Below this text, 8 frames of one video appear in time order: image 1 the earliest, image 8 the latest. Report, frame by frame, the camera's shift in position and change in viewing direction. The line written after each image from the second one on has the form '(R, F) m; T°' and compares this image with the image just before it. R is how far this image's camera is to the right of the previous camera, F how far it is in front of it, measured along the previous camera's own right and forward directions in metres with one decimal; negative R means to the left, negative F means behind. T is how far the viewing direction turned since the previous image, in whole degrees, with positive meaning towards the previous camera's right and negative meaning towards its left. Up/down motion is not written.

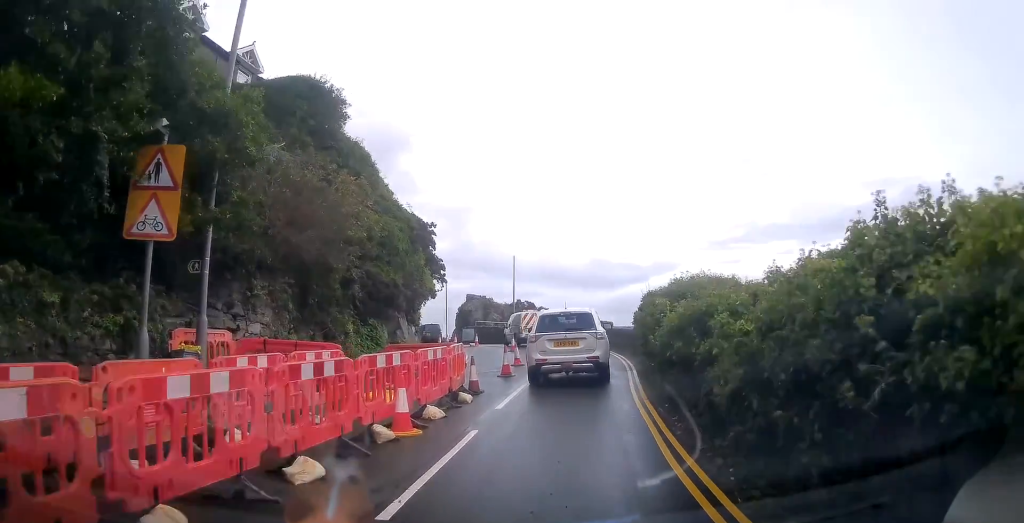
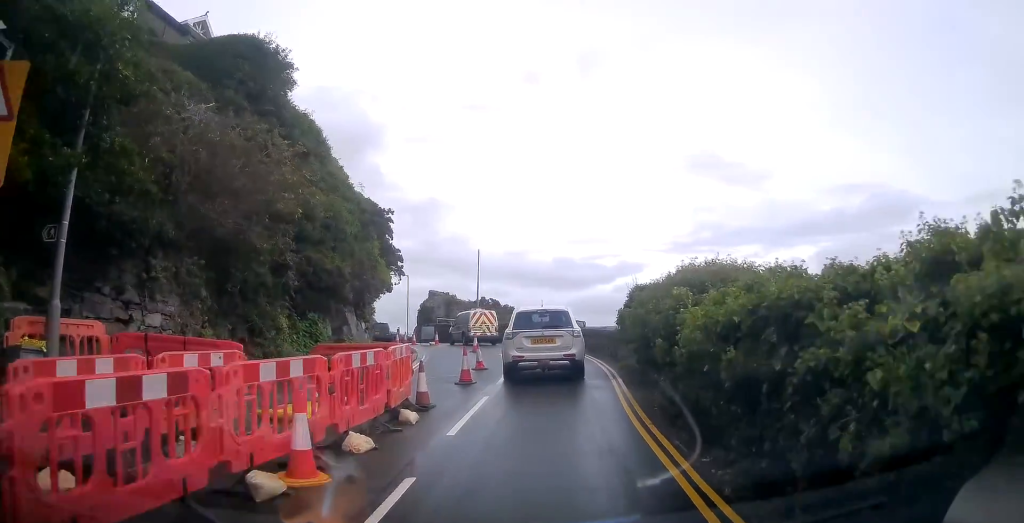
(+0.1, +2.7) m; +3°
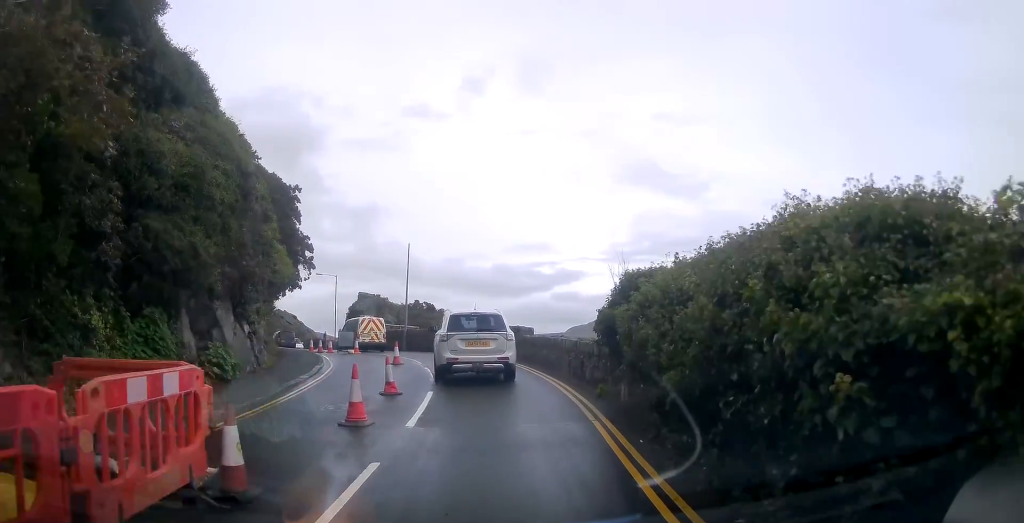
(0.0, +5.3) m; +3°
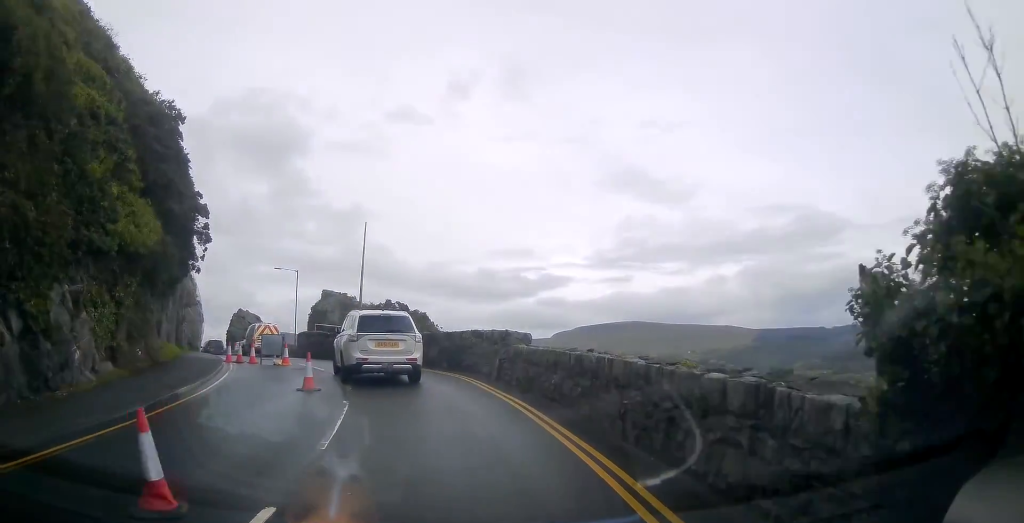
(+0.3, +8.2) m; 0°
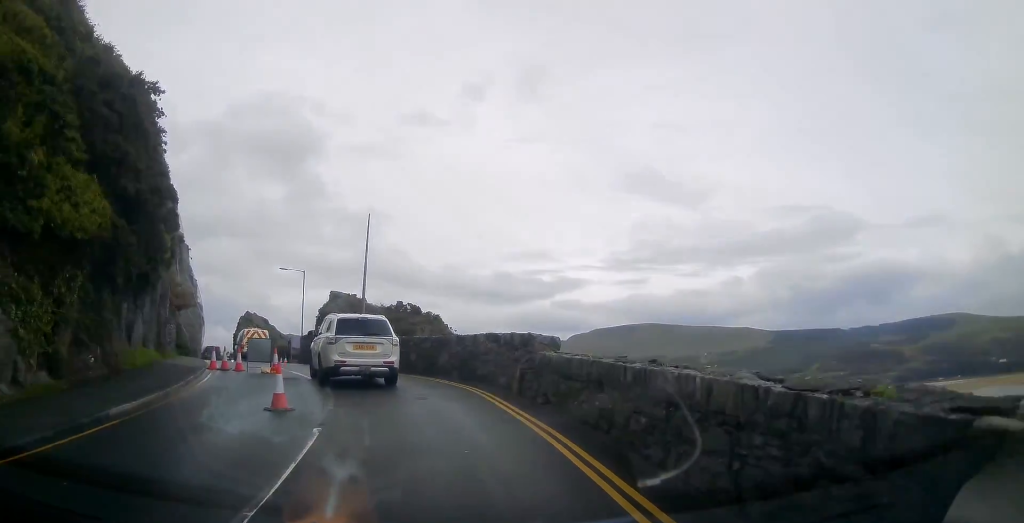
(-0.1, +2.8) m; -2°
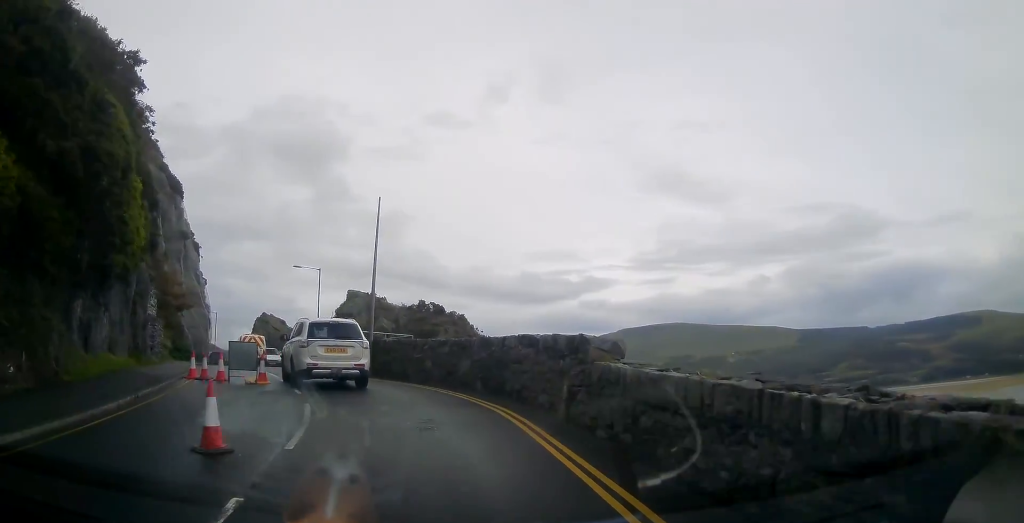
(-0.1, +3.5) m; -2°
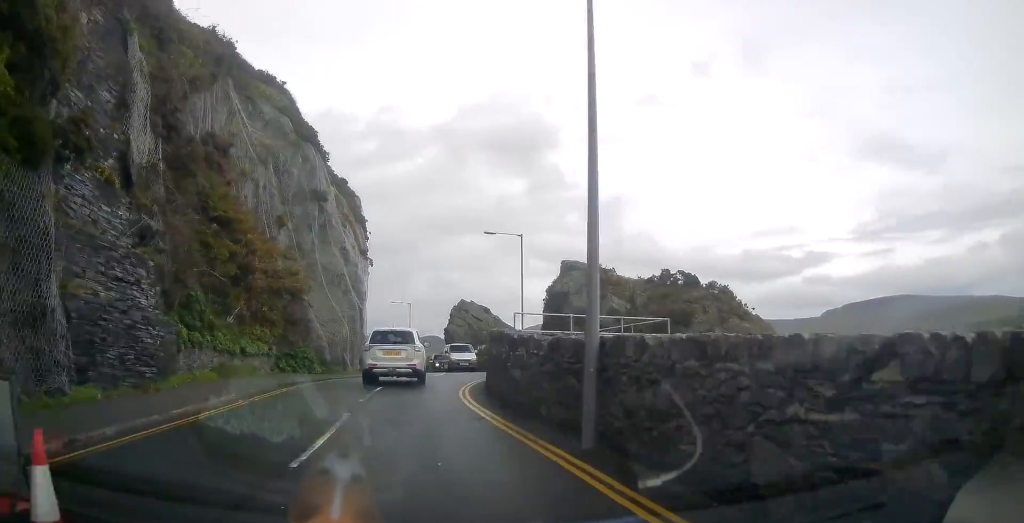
(-2.1, +13.8) m; -24°
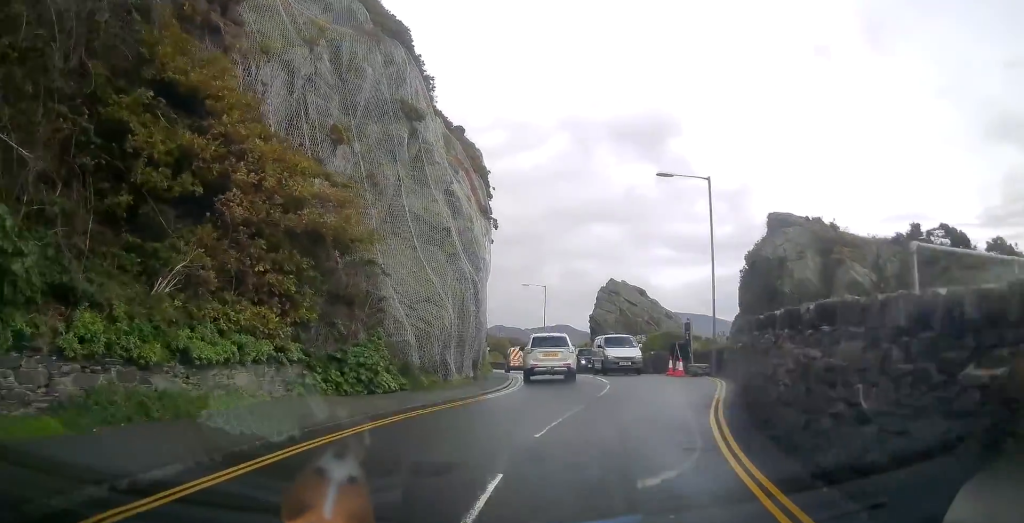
(-1.1, +11.3) m; -3°
